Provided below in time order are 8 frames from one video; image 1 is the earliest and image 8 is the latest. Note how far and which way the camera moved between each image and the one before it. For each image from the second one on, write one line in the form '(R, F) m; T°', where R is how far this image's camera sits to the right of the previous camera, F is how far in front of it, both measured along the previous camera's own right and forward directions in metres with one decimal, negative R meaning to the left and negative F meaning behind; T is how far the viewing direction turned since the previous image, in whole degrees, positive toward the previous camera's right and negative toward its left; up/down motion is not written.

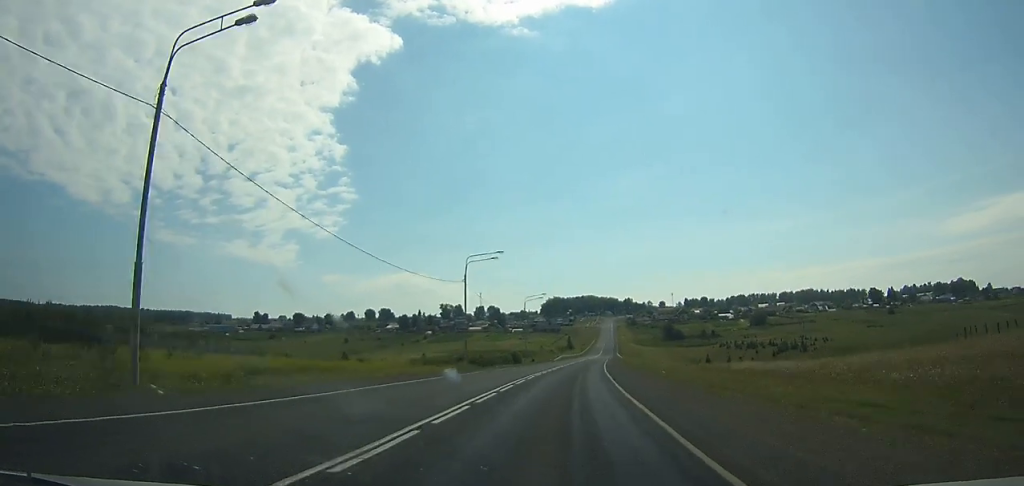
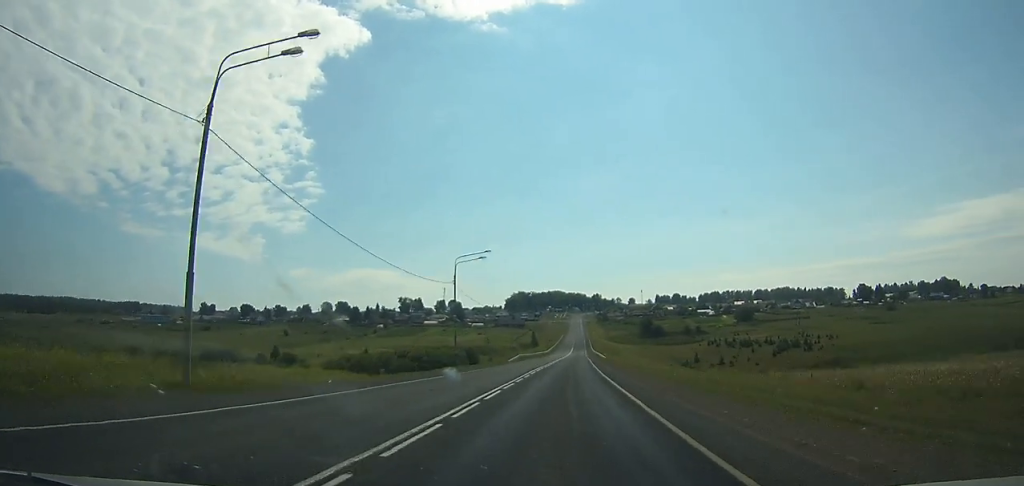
(+0.8, +36.4) m; +3°
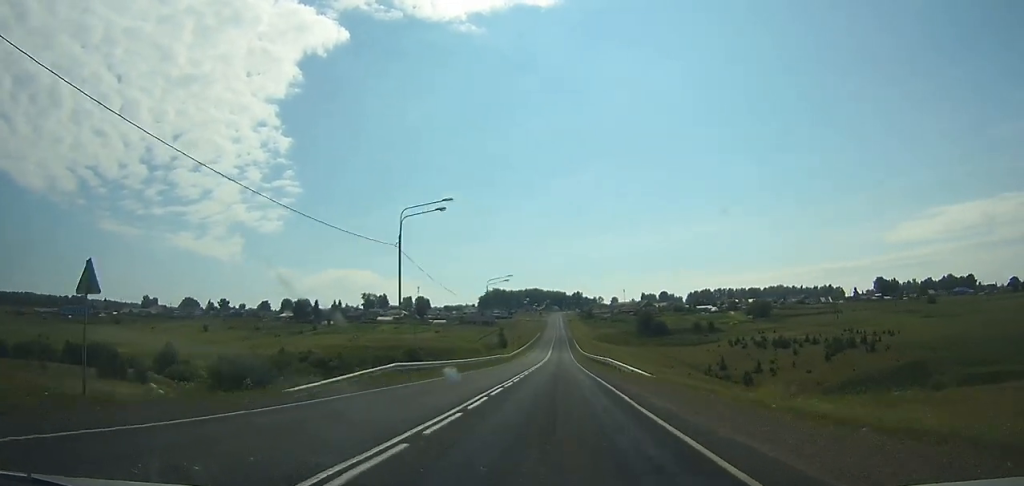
(+1.9, +55.7) m; +2°
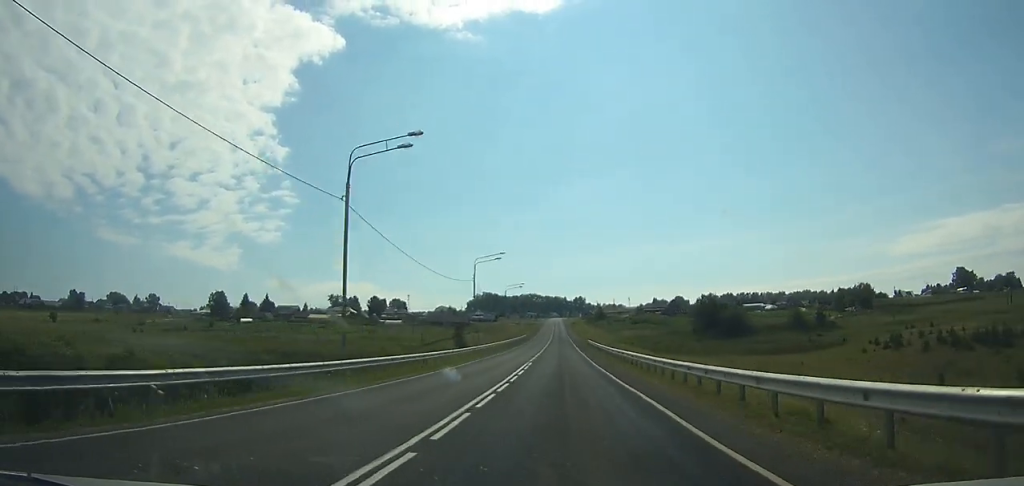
(+0.6, +86.5) m; +1°
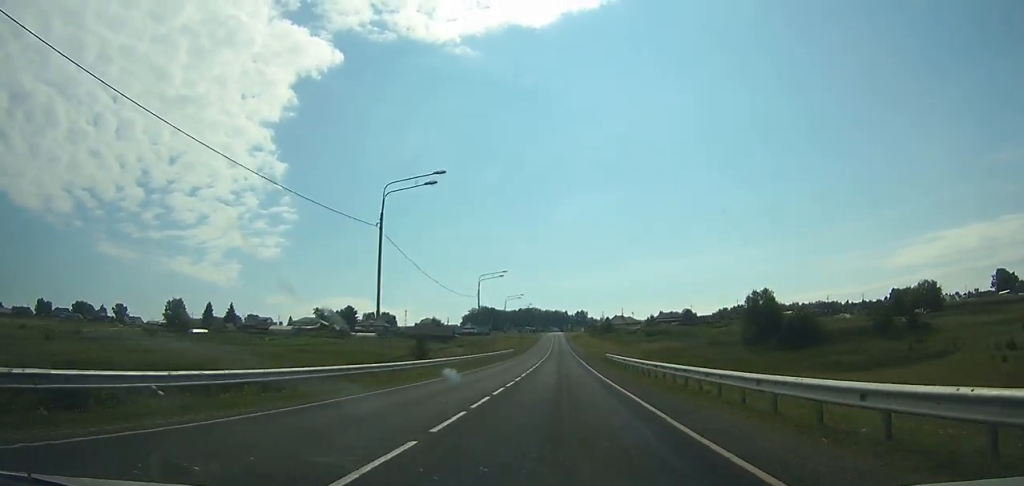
(0.0, +31.9) m; 0°
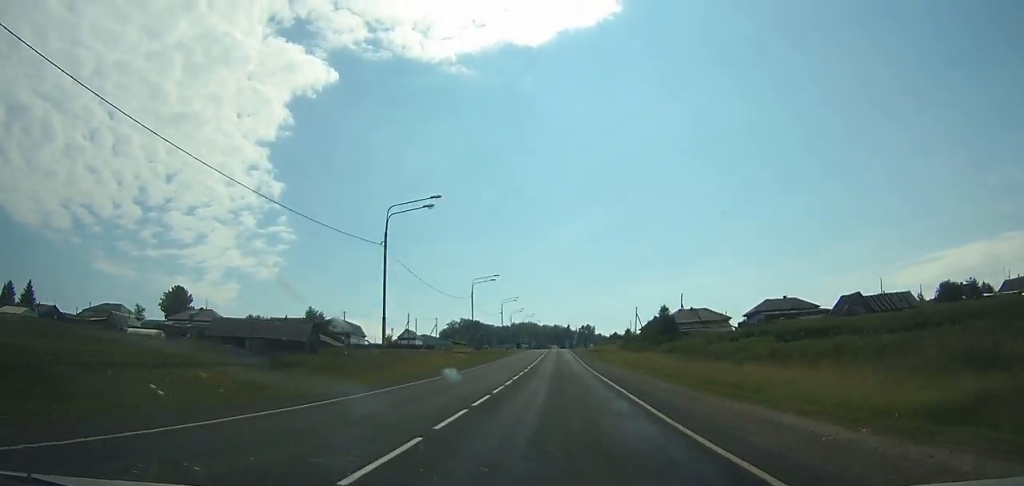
(+0.1, +104.6) m; 0°
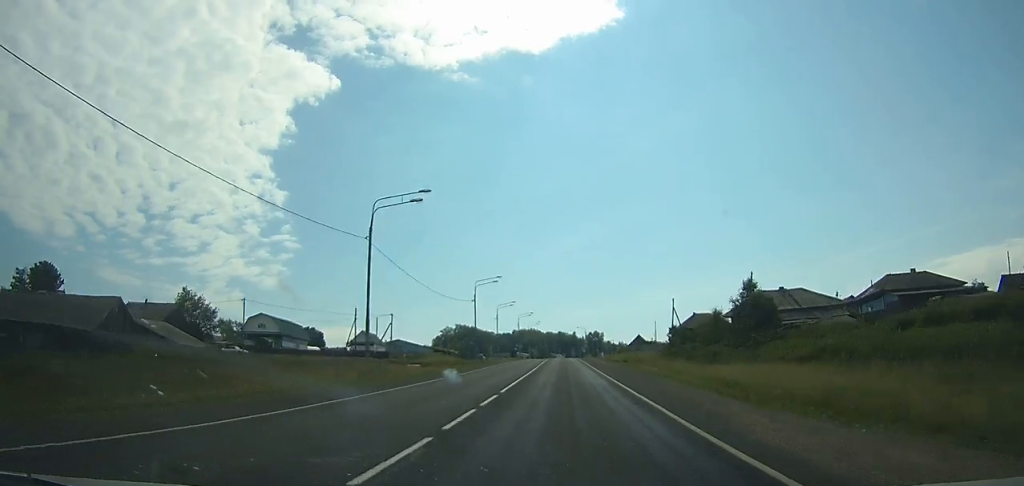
(-0.1, +36.9) m; 0°
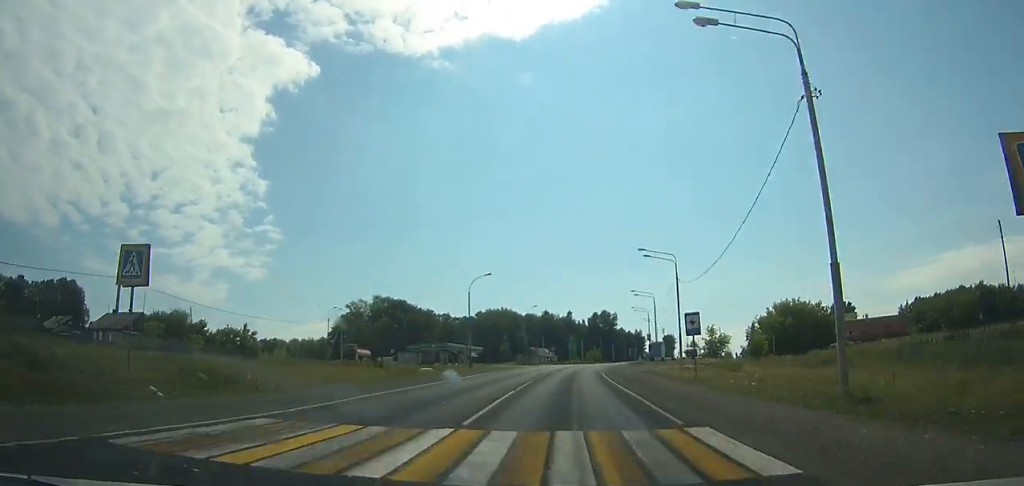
(+0.4, +166.6) m; +2°
